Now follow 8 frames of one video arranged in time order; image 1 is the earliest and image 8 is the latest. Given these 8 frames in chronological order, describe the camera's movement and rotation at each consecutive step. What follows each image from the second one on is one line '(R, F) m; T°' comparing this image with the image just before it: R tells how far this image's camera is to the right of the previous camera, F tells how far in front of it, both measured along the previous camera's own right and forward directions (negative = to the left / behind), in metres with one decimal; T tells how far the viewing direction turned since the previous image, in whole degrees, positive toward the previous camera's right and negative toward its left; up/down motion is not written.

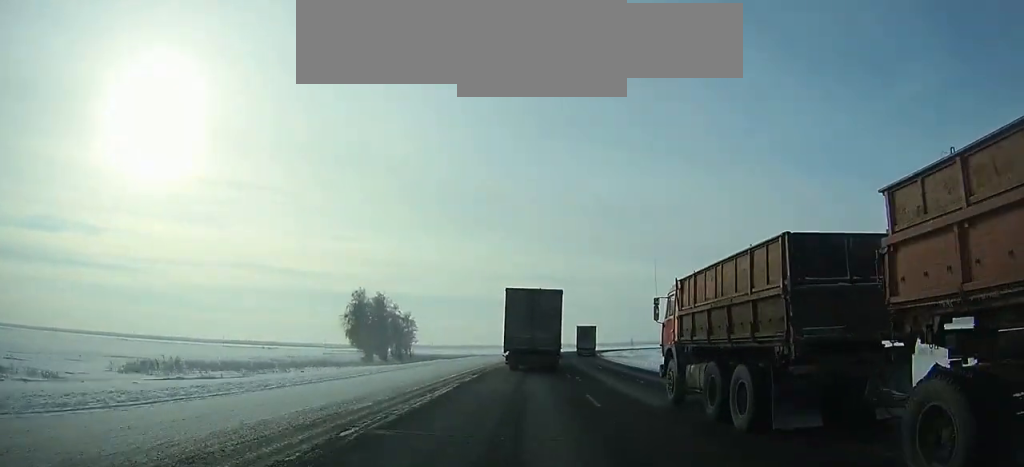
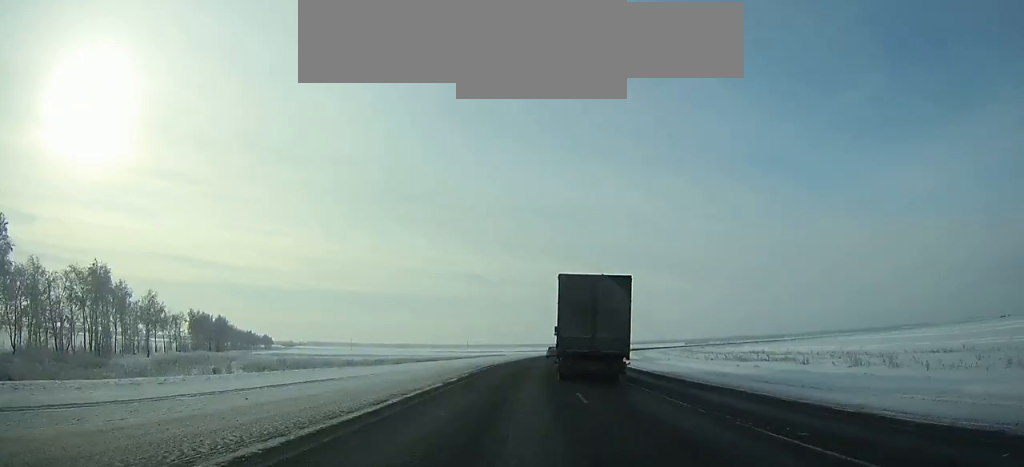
(+6.5, +99.2) m; +7°
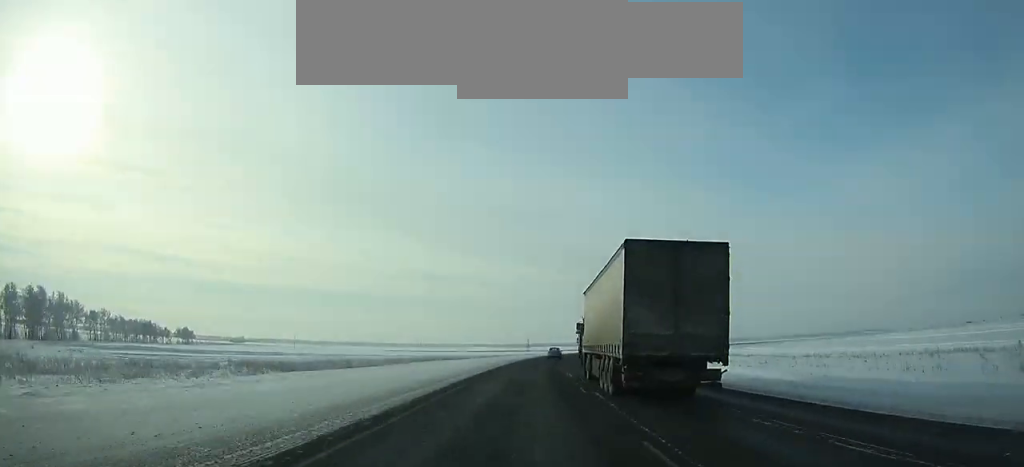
(+1.4, +57.2) m; +4°
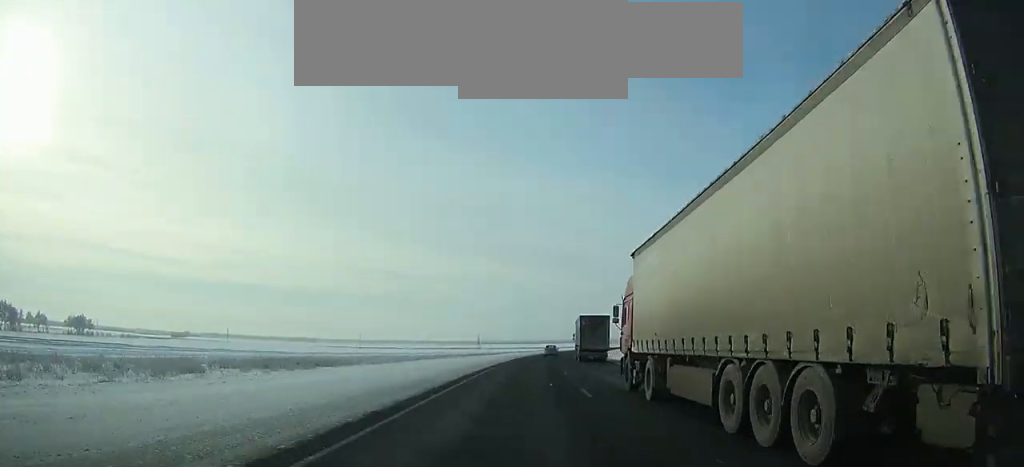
(+1.9, +61.9) m; +5°
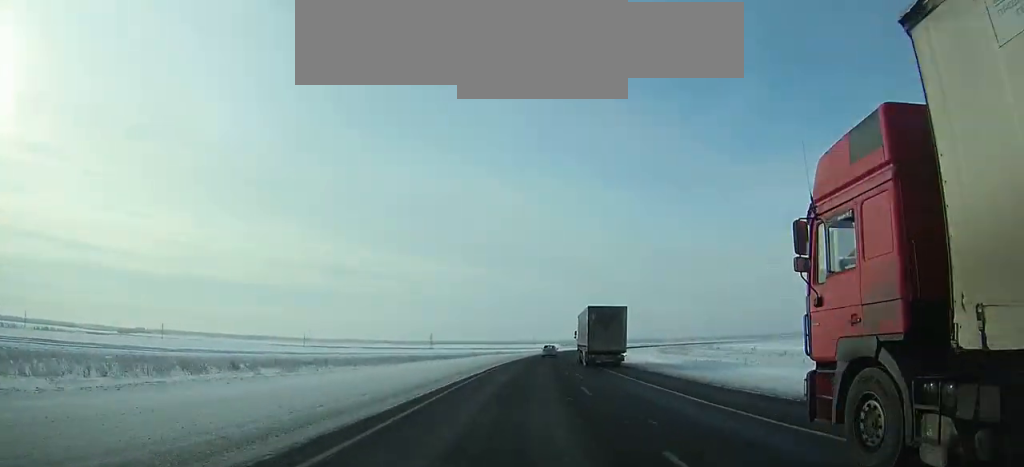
(+3.1, +57.5) m; +4°
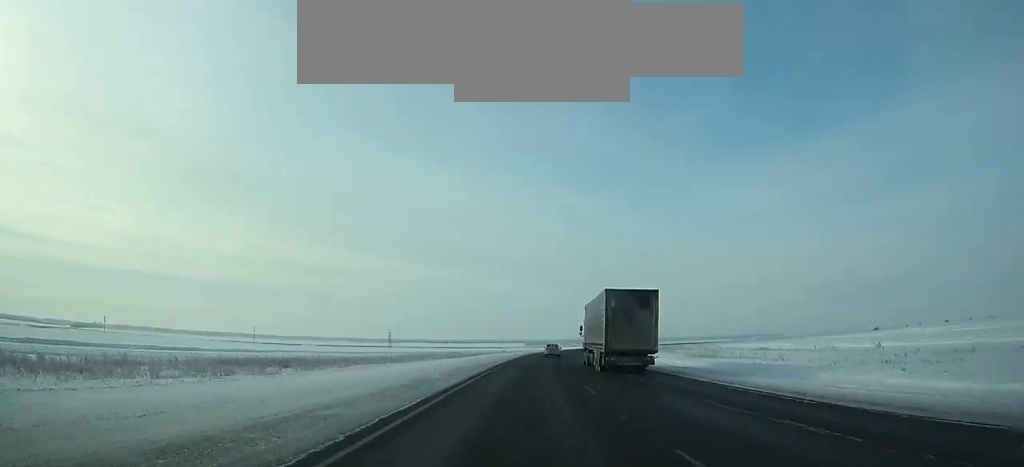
(+0.8, +46.4) m; +3°
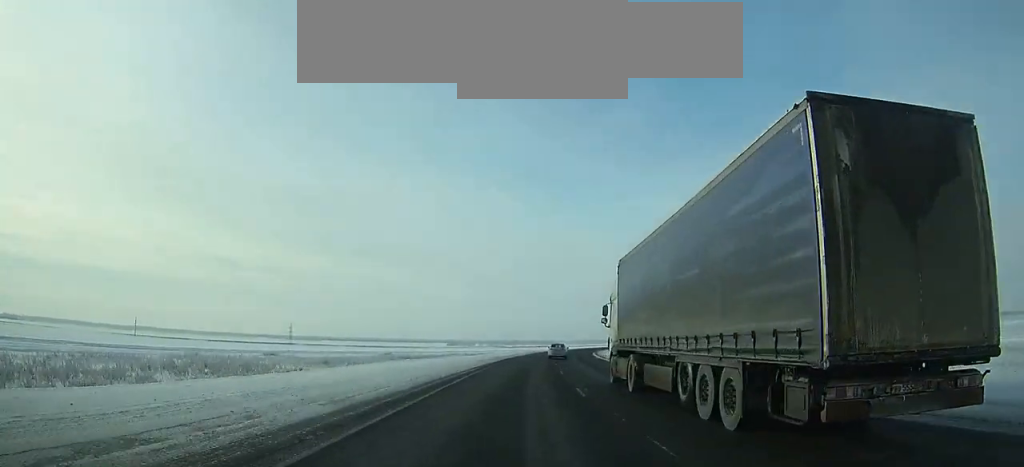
(+5.5, +93.3) m; +7°
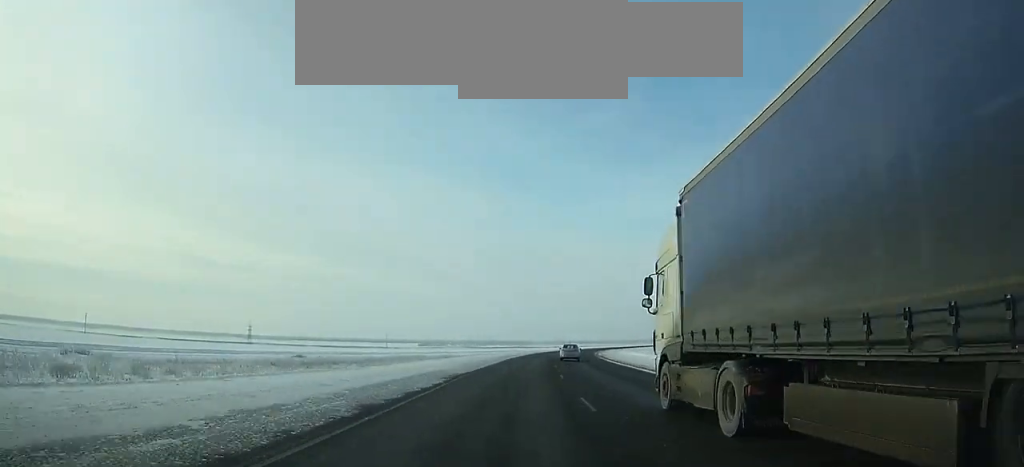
(+1.3, +37.6) m; +3°
